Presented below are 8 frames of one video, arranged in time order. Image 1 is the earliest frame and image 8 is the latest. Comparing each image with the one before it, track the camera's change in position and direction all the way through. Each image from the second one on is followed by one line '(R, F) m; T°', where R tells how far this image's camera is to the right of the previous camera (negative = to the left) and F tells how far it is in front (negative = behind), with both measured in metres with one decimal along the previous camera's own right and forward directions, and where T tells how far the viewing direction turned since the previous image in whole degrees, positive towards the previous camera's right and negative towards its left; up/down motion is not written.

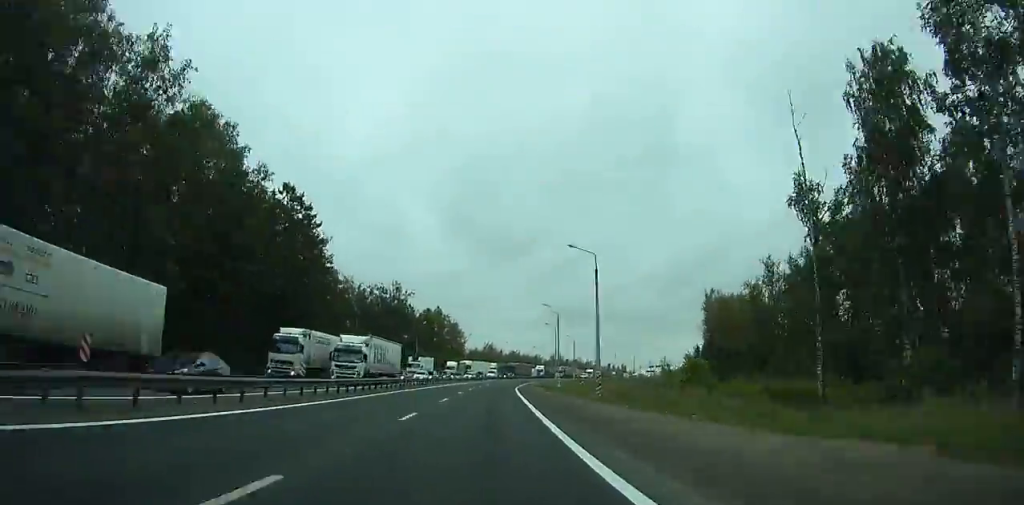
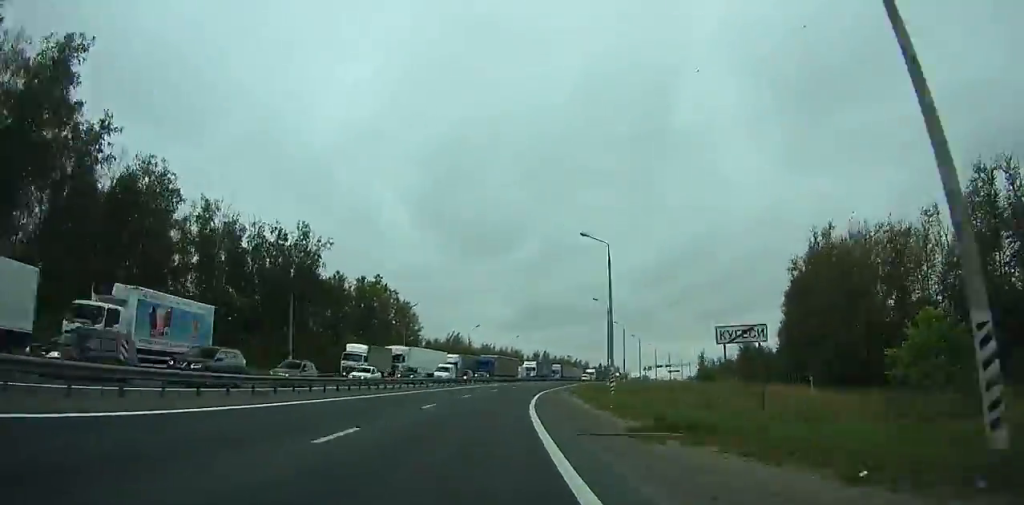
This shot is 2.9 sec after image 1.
(+1.9, +66.9) m; +5°
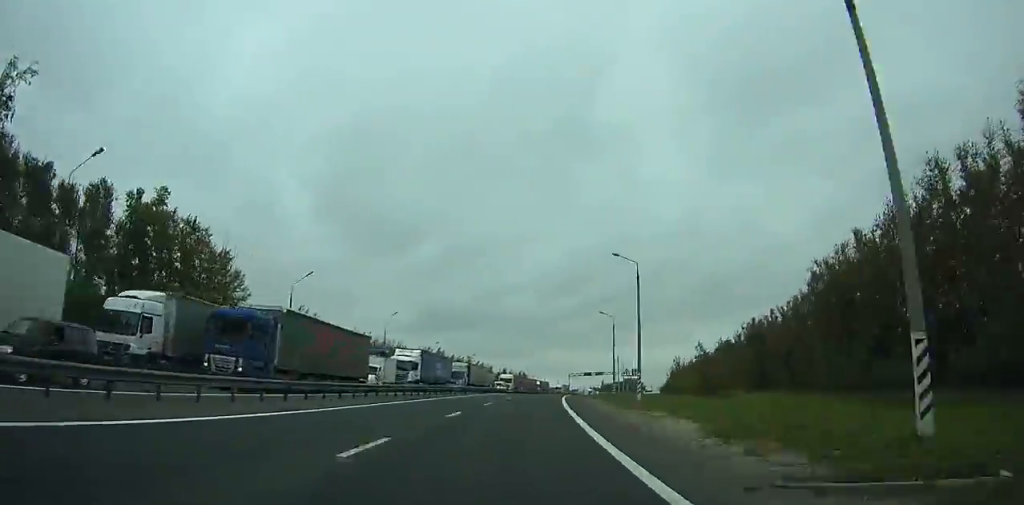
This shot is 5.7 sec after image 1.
(+3.8, +62.8) m; +8°
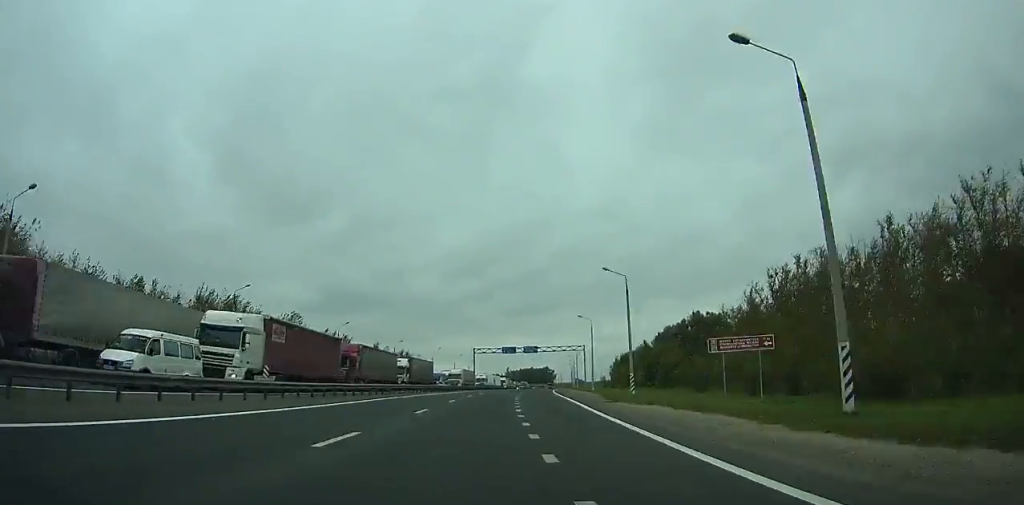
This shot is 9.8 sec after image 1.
(+9.3, +91.5) m; +10°
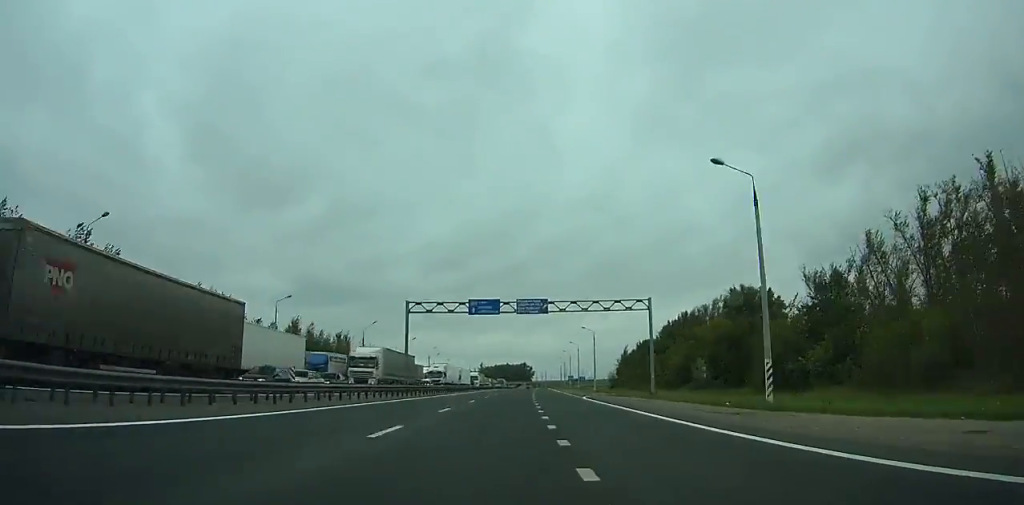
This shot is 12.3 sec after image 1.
(+1.9, +56.7) m; +3°
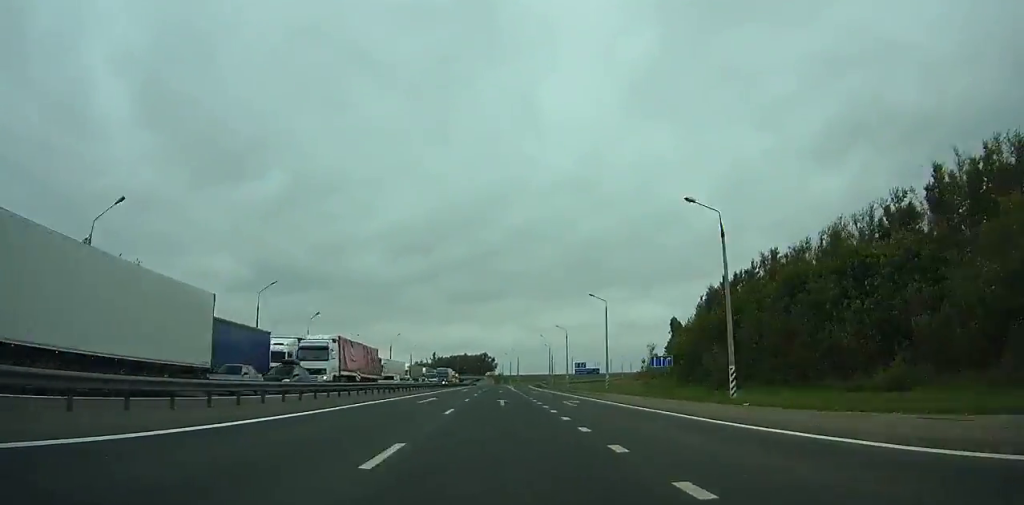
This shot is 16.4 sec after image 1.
(+3.3, +94.1) m; +4°
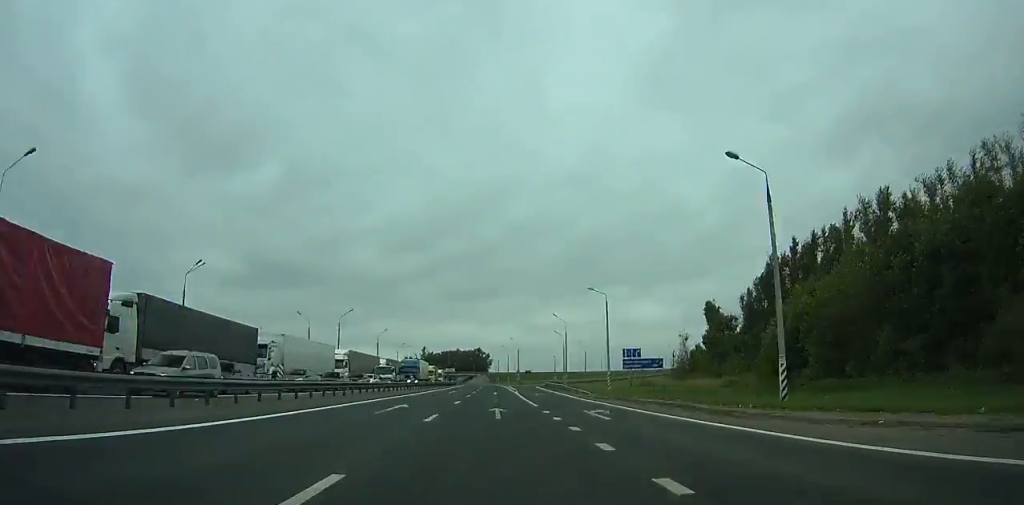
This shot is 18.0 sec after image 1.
(+0.7, +37.8) m; 0°
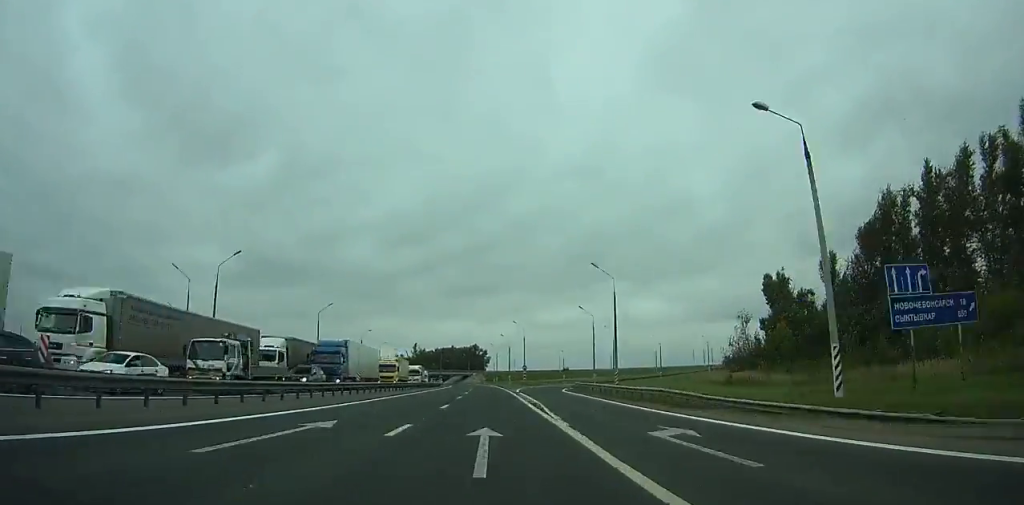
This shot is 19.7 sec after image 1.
(+0.3, +41.0) m; 0°
